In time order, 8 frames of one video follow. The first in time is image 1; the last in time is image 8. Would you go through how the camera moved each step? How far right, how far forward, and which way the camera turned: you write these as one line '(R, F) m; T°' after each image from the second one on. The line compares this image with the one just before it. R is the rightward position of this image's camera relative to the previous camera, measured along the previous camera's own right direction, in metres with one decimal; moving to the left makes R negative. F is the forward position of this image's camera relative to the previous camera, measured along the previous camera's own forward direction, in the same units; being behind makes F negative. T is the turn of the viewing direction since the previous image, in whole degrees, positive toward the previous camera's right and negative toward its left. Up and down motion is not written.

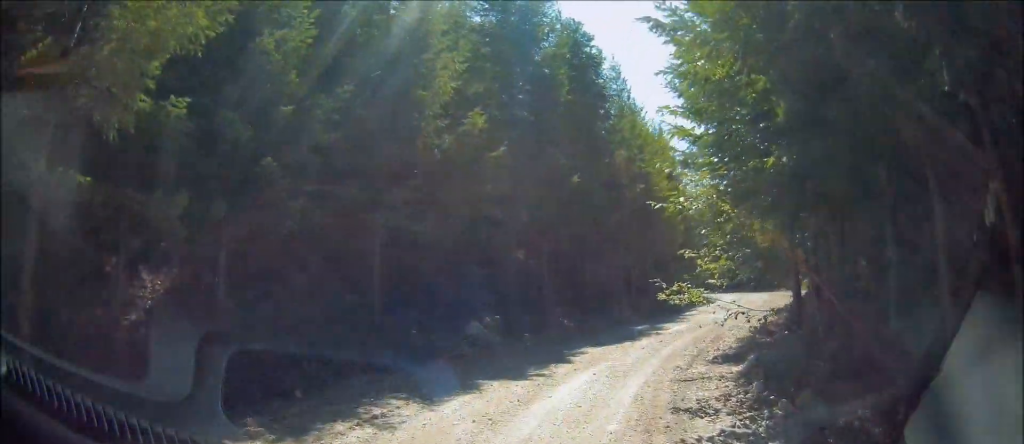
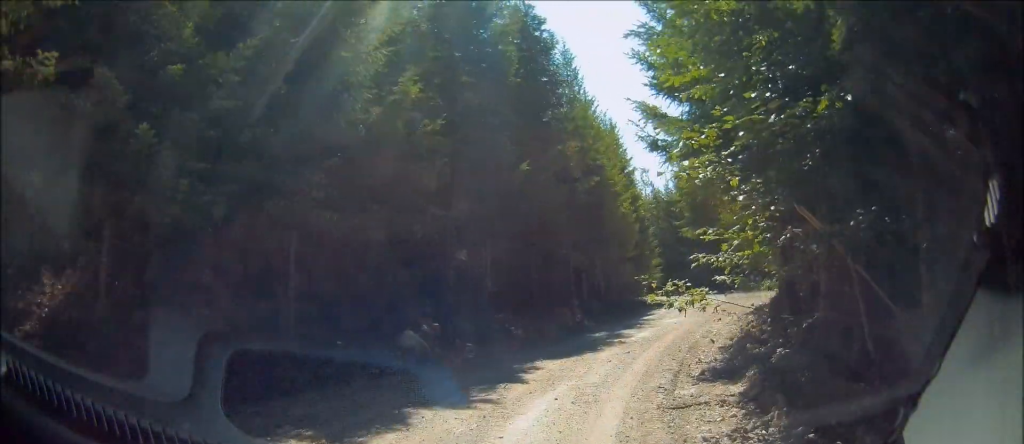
(+0.1, +1.9) m; +3°
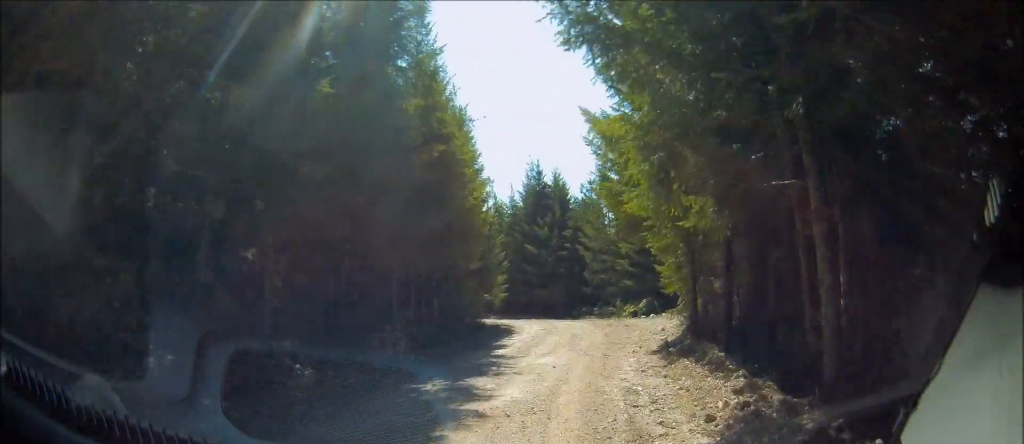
(+0.6, +6.5) m; +14°
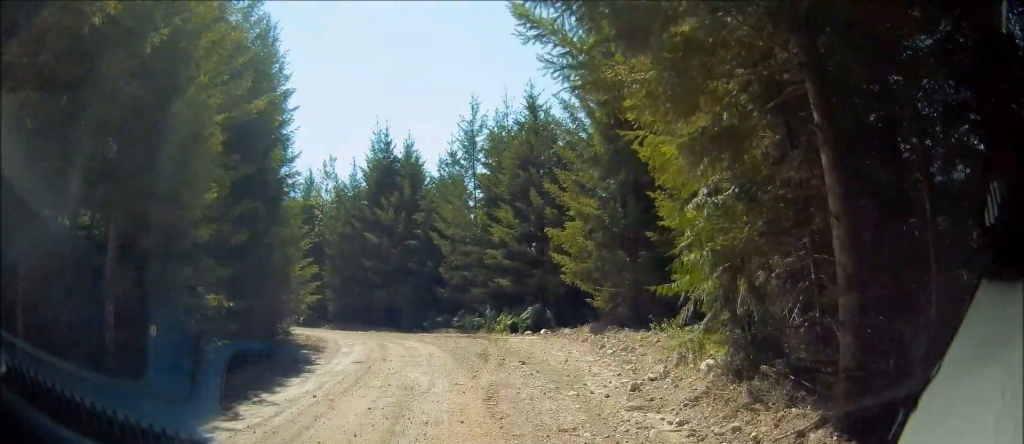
(+1.2, +12.3) m; +11°
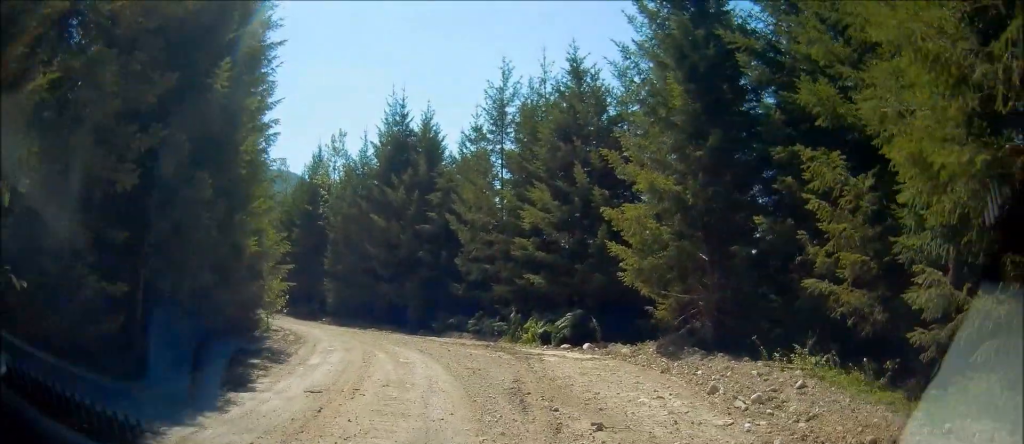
(+0.6, +5.6) m; +5°
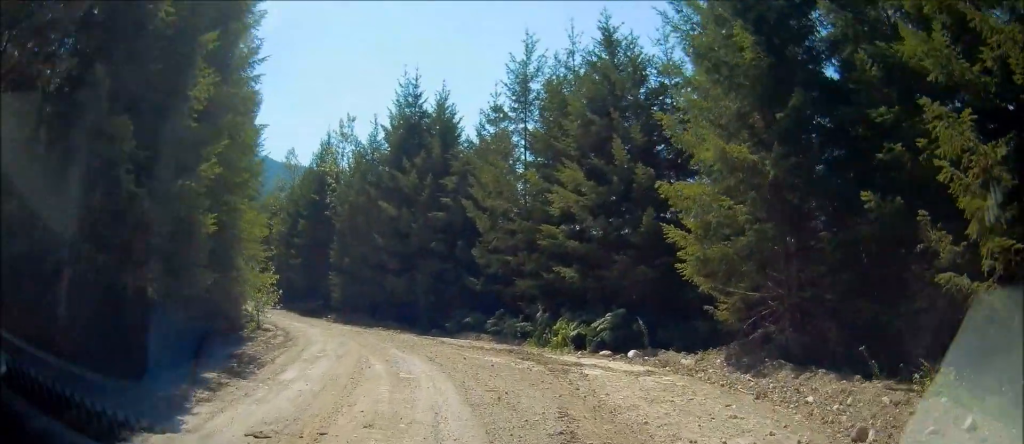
(+0.1, +3.3) m; 0°
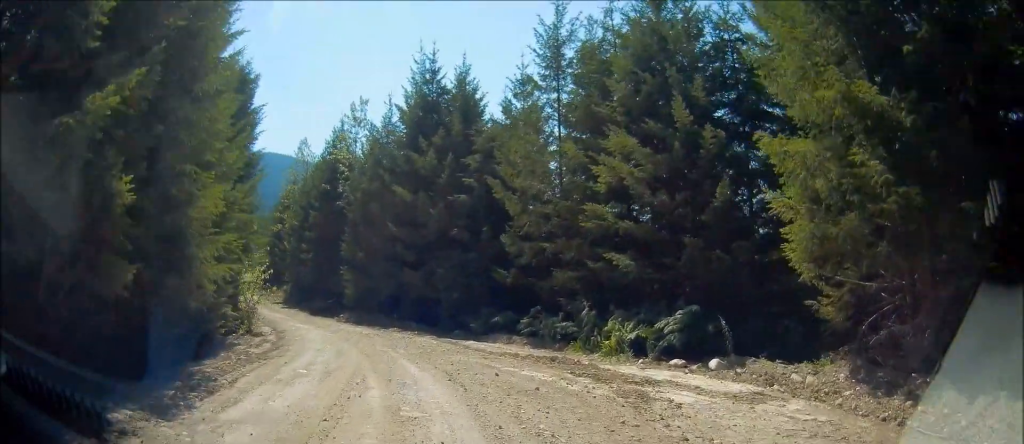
(-0.4, +3.7) m; 0°
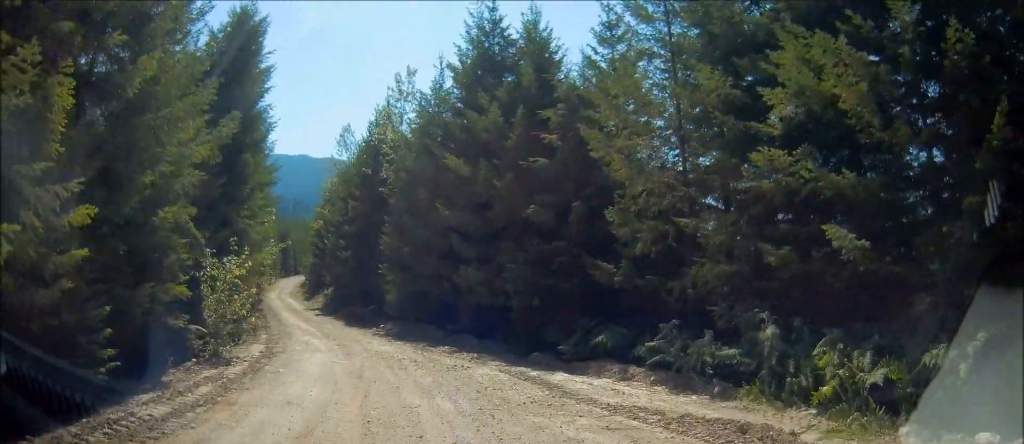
(+0.4, +7.7) m; -3°
